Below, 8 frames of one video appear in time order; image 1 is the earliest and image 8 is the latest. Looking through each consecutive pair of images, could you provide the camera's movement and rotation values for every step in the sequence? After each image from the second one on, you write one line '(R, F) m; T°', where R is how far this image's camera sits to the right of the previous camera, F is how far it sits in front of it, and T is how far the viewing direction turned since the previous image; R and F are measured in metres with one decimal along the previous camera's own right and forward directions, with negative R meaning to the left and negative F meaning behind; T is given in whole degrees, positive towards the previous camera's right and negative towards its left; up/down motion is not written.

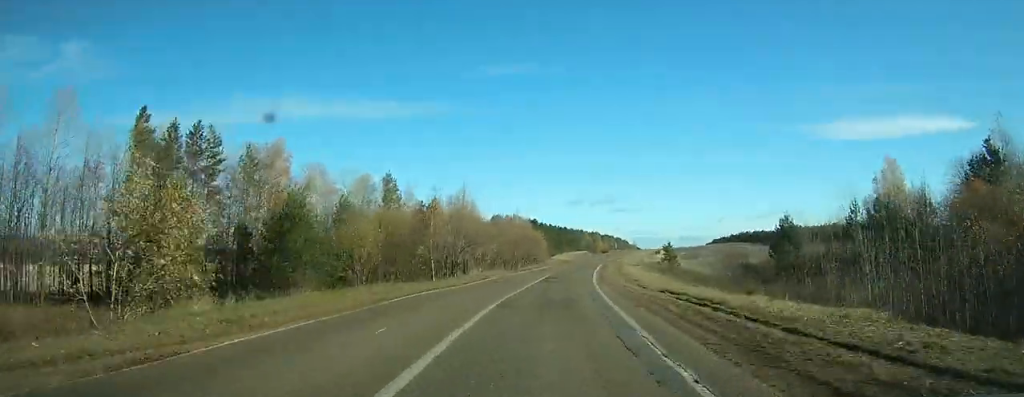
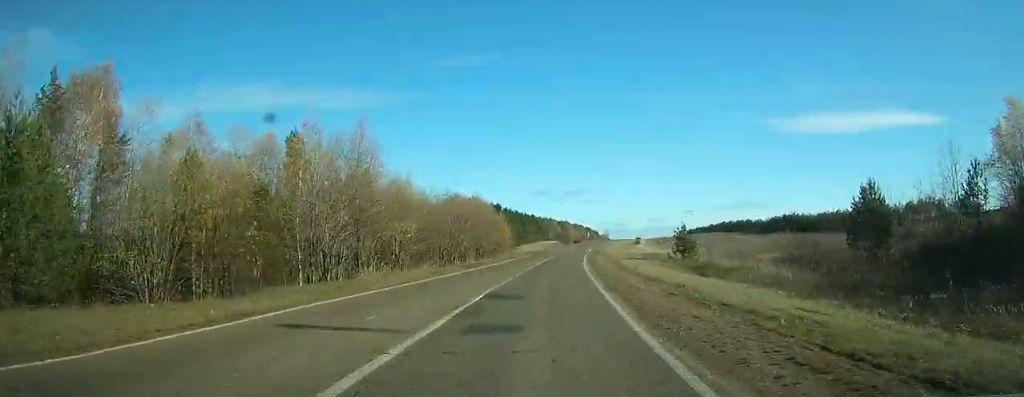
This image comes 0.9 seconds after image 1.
(+0.7, +22.8) m; +2°
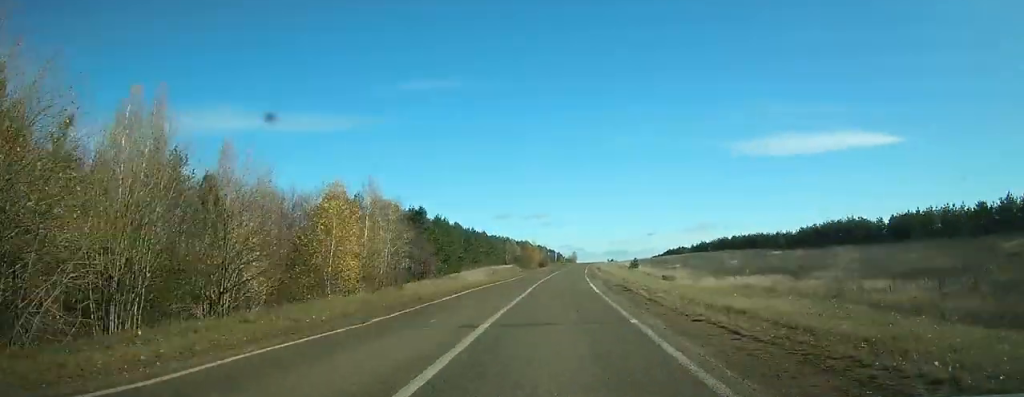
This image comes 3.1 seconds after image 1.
(+2.9, +53.8) m; +6°
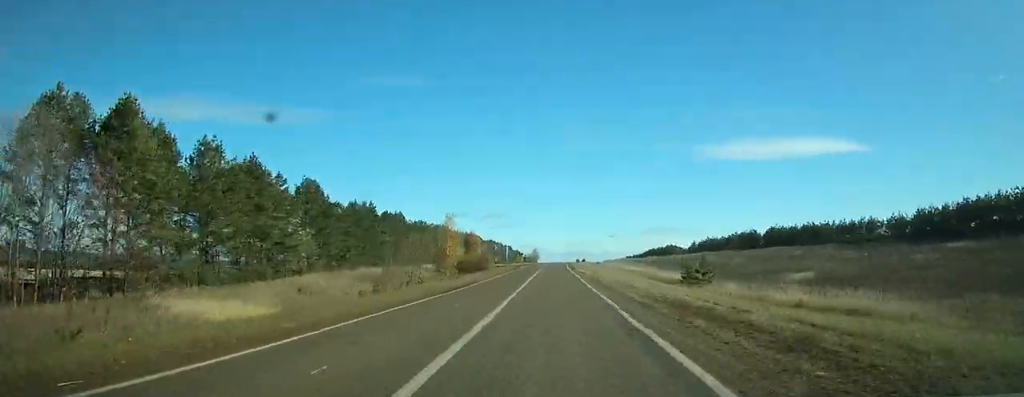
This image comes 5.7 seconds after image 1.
(+3.5, +66.0) m; +5°
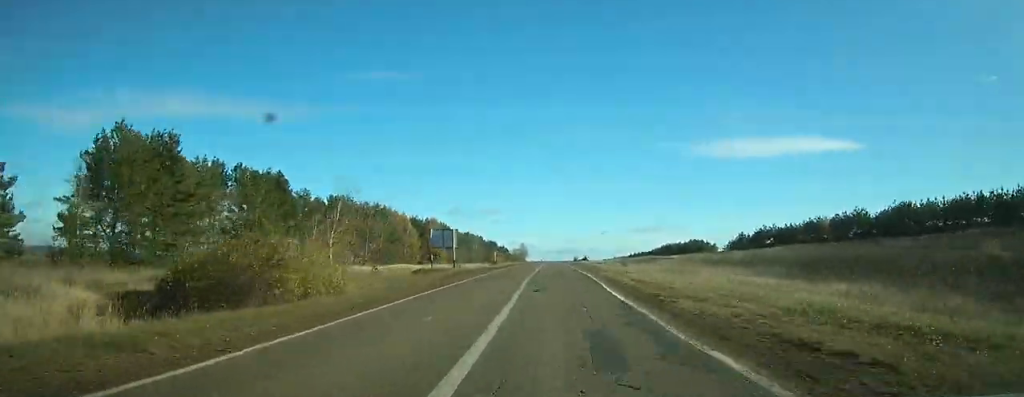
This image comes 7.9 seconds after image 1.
(+1.3, +58.1) m; +2°
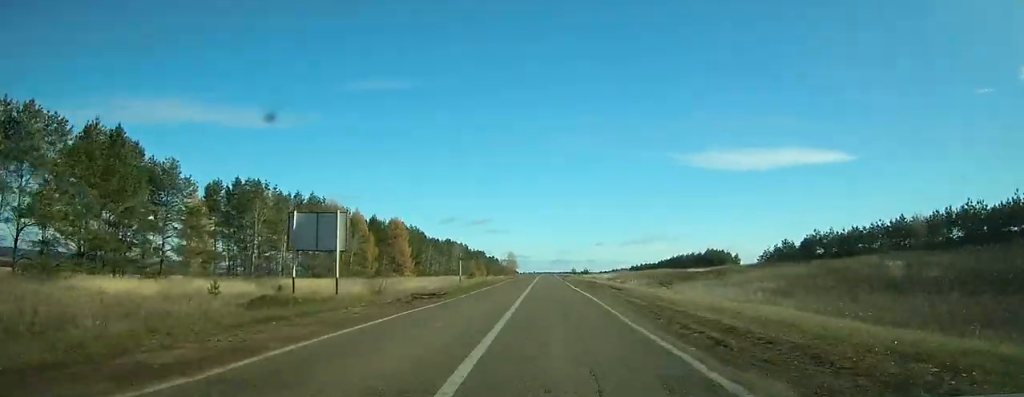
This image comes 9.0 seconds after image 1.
(+0.4, +33.0) m; +1°
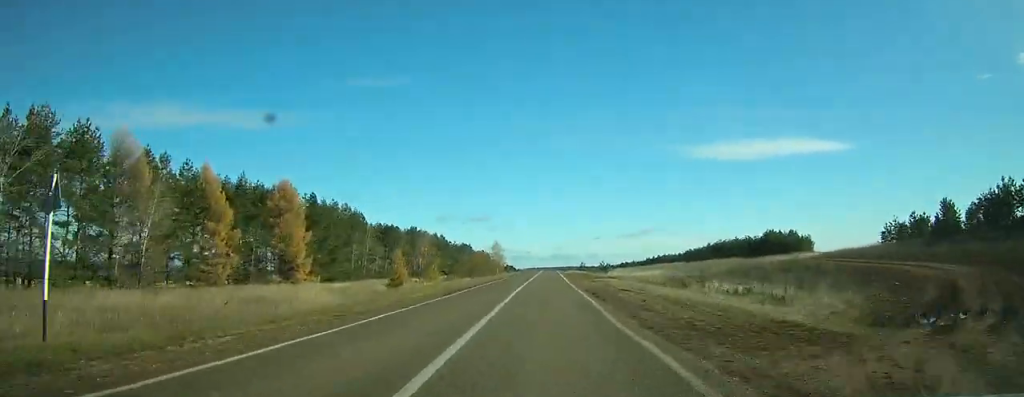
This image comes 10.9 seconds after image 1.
(+0.7, +56.6) m; +1°
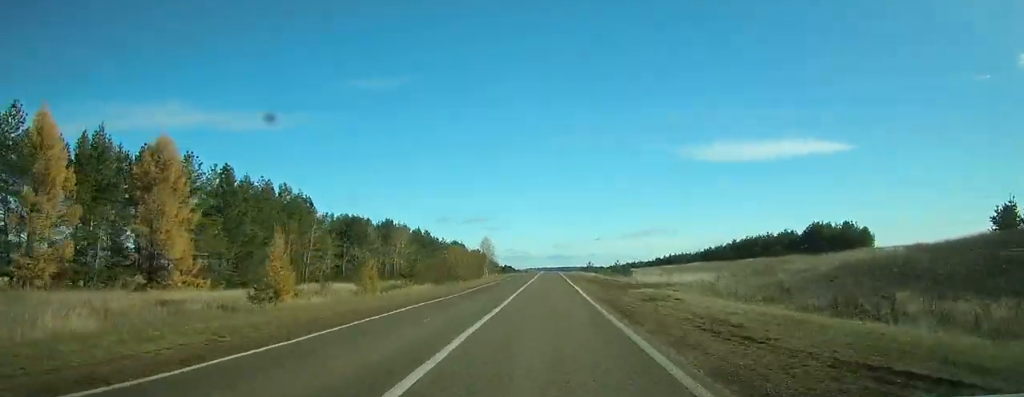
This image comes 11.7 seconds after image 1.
(+0.2, +27.3) m; 0°
